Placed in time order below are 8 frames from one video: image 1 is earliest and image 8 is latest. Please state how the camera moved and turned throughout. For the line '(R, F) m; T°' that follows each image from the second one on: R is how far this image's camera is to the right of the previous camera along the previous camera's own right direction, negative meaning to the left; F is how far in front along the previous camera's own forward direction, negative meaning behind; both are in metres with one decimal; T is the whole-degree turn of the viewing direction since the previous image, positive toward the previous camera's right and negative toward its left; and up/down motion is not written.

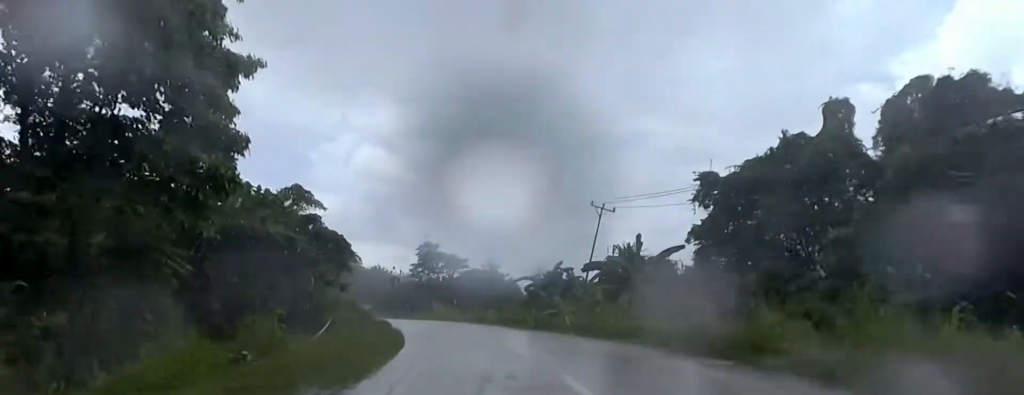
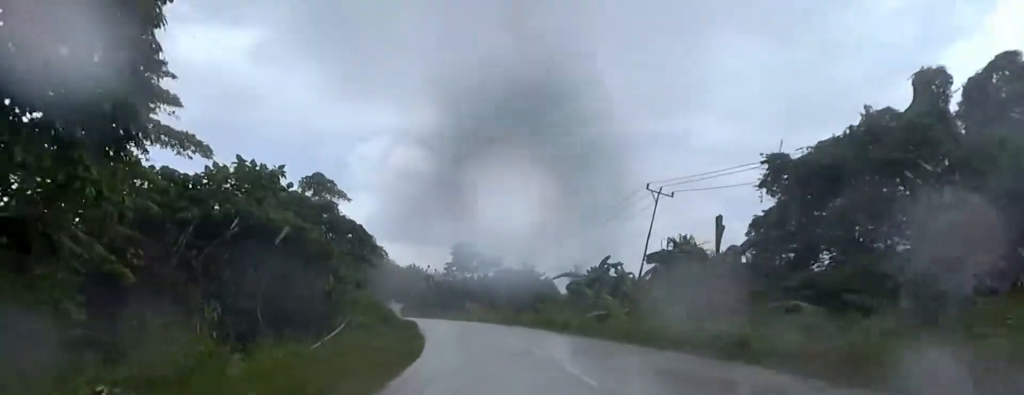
(-0.2, +5.7) m; -3°
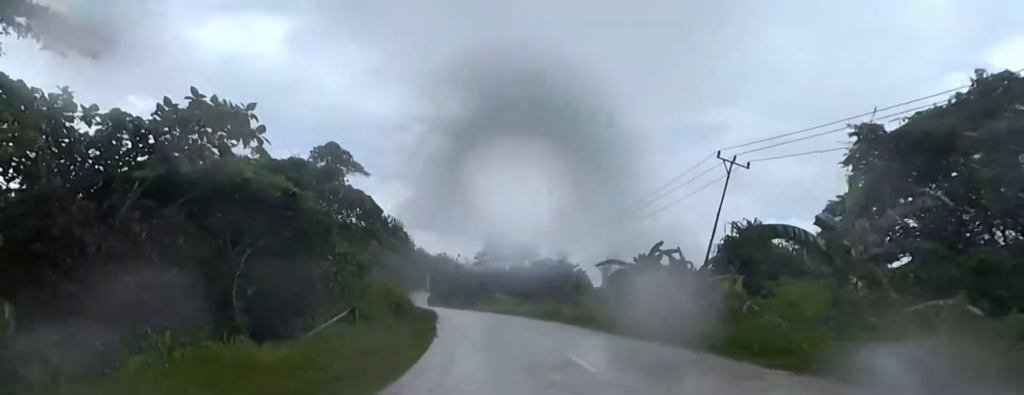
(-0.1, +6.4) m; -2°
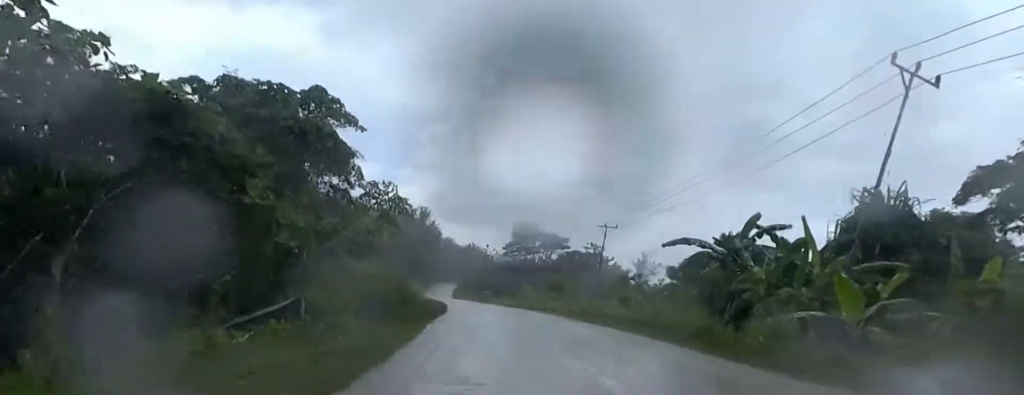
(-0.1, +11.4) m; -8°
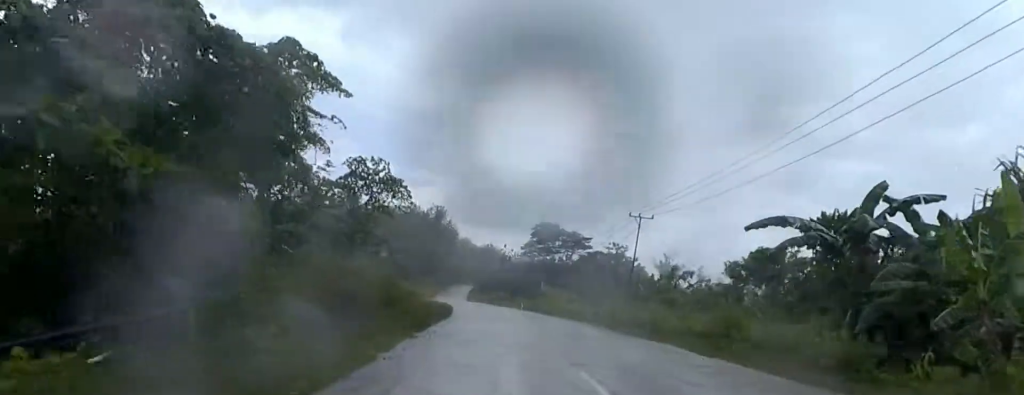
(-1.0, +8.2) m; +2°
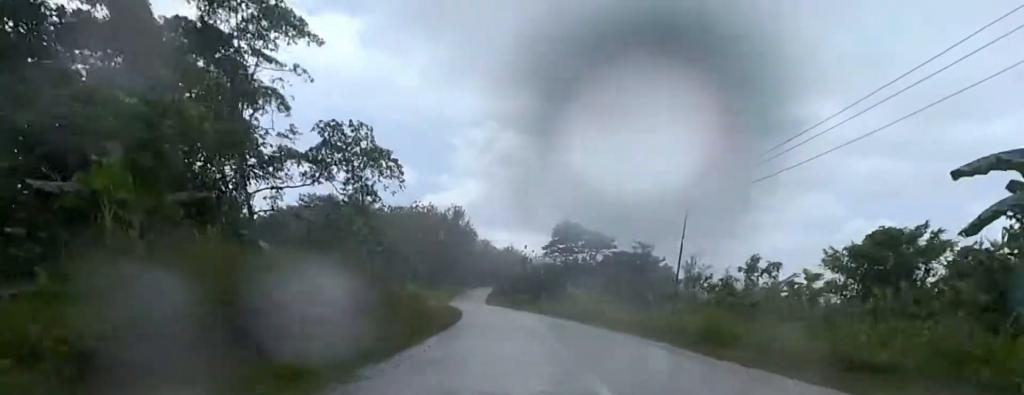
(+0.5, +8.4) m; +1°
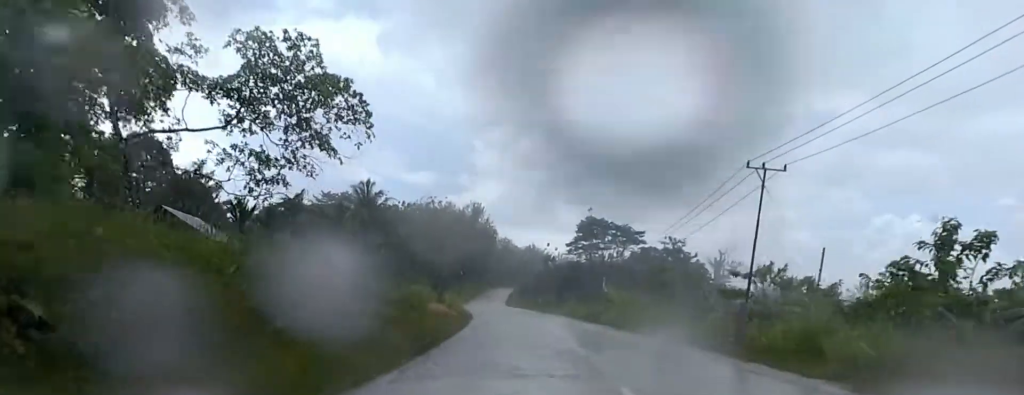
(+0.4, +9.6) m; 0°
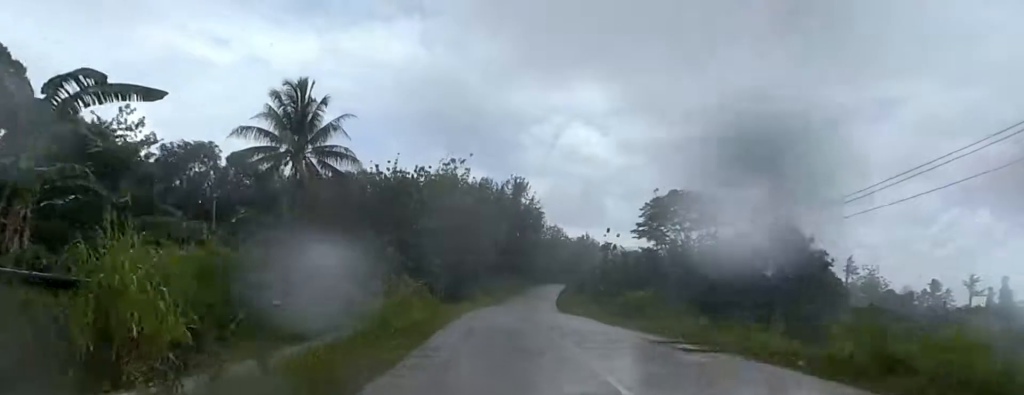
(-1.5, +37.2) m; -5°
